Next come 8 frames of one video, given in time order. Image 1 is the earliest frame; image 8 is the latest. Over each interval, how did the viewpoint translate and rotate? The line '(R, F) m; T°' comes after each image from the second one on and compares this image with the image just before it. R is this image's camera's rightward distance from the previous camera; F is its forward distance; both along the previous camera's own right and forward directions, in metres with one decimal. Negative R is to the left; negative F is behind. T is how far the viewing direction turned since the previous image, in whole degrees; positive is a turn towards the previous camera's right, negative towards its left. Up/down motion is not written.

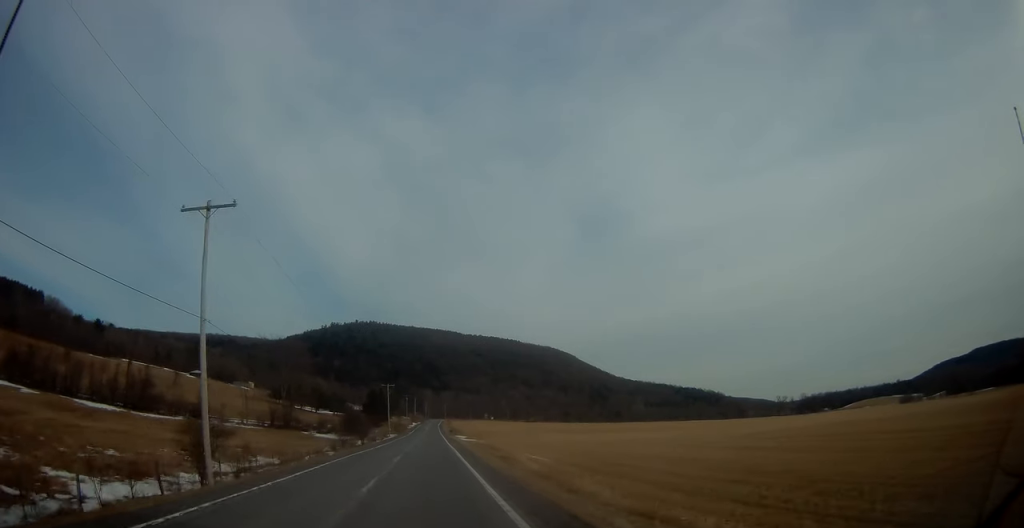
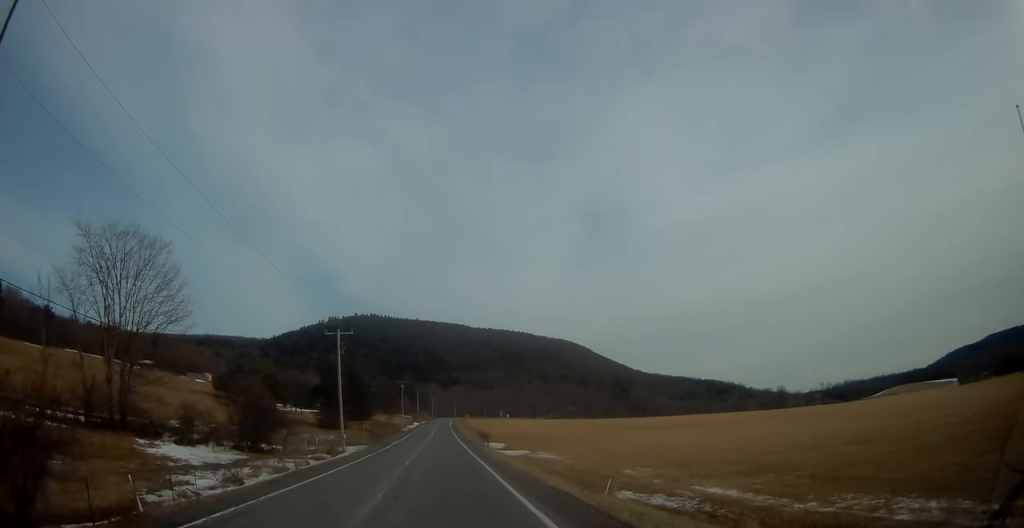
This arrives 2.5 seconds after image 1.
(+0.3, +63.4) m; 0°
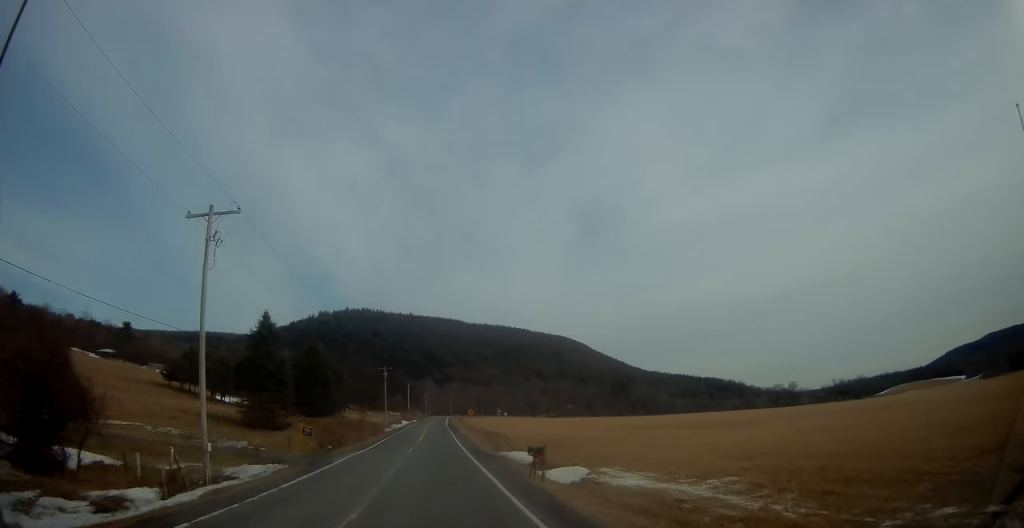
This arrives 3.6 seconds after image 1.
(-0.1, +27.8) m; +1°
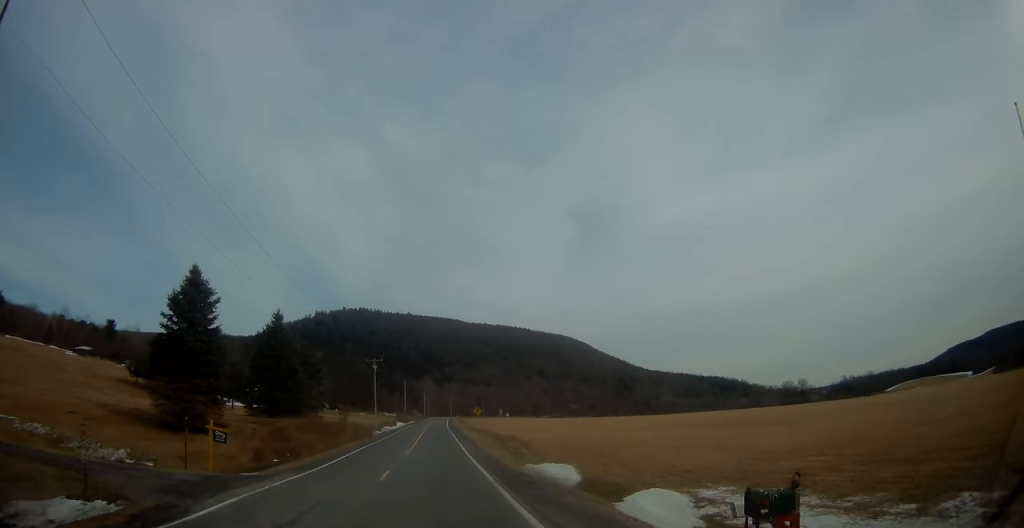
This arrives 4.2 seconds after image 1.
(+0.3, +15.2) m; 0°
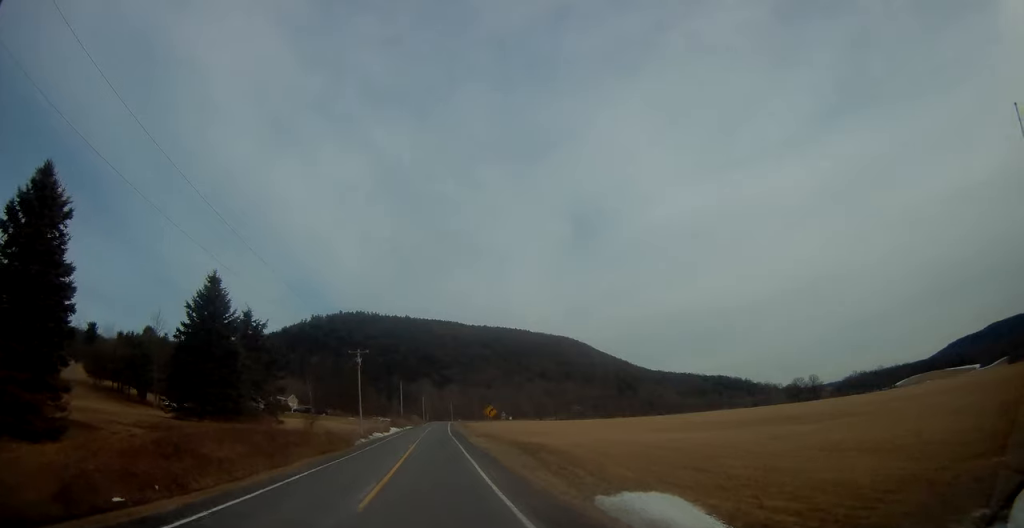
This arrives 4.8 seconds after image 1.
(0.0, +16.0) m; 0°
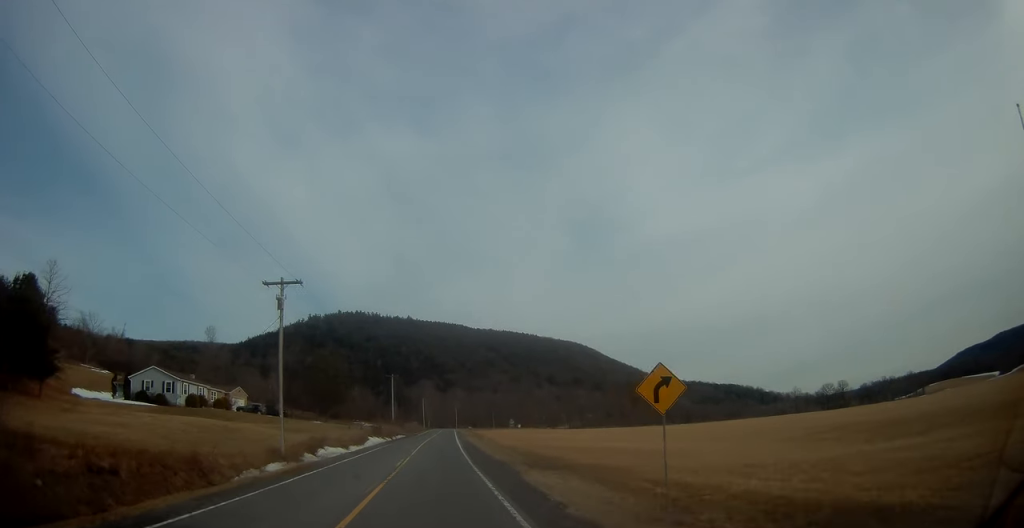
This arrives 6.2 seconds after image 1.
(-0.4, +35.3) m; -1°
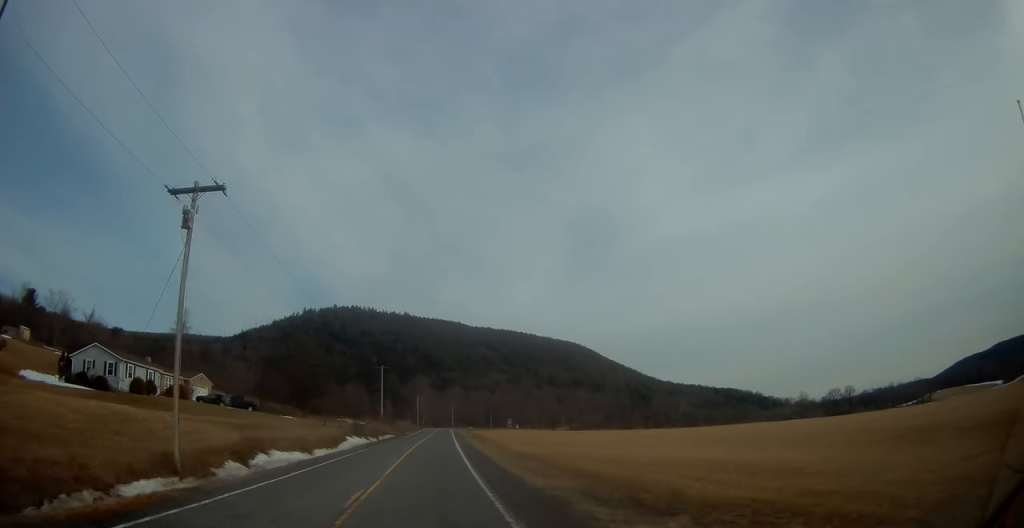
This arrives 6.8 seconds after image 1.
(0.0, +13.4) m; 0°
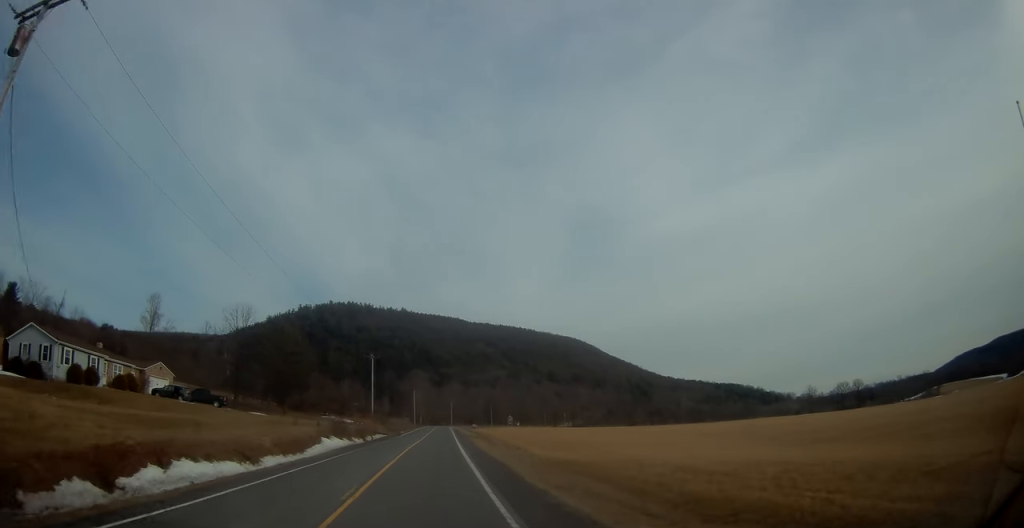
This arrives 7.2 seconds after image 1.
(-0.1, +11.8) m; +1°
